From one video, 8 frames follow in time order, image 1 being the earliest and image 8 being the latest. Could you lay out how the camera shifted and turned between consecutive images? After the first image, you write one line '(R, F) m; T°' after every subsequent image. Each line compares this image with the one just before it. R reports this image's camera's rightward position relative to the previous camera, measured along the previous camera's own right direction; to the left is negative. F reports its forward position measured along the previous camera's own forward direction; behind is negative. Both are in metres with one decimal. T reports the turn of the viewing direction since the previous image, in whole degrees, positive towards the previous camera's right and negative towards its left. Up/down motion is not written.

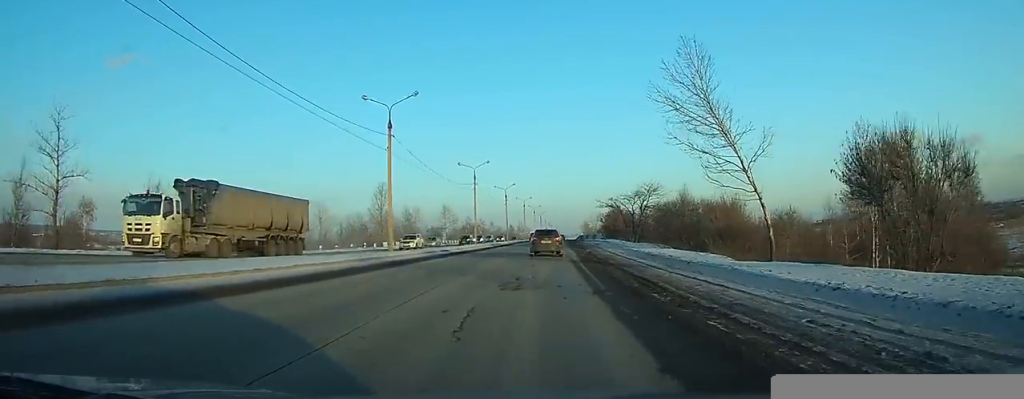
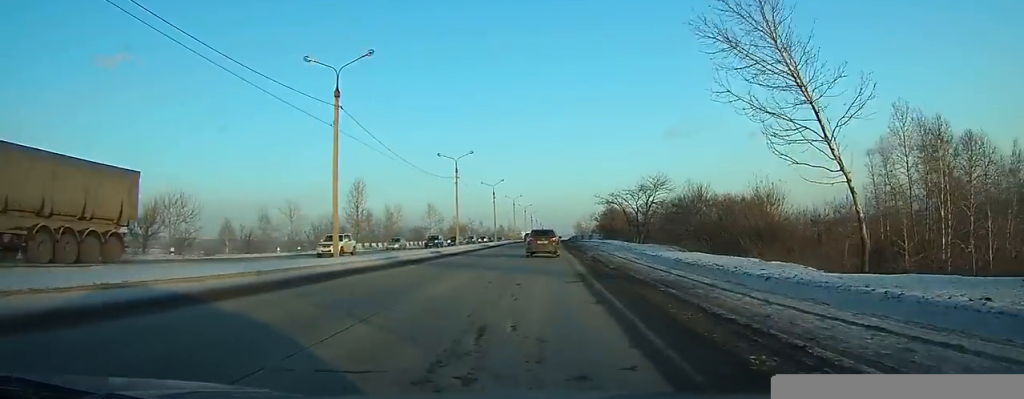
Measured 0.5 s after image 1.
(0.0, +8.7) m; +1°
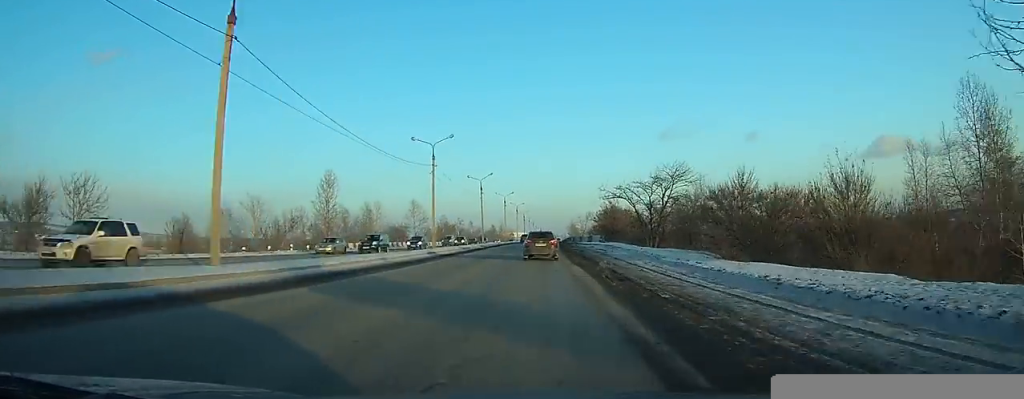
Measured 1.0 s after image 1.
(+0.2, +10.5) m; +1°
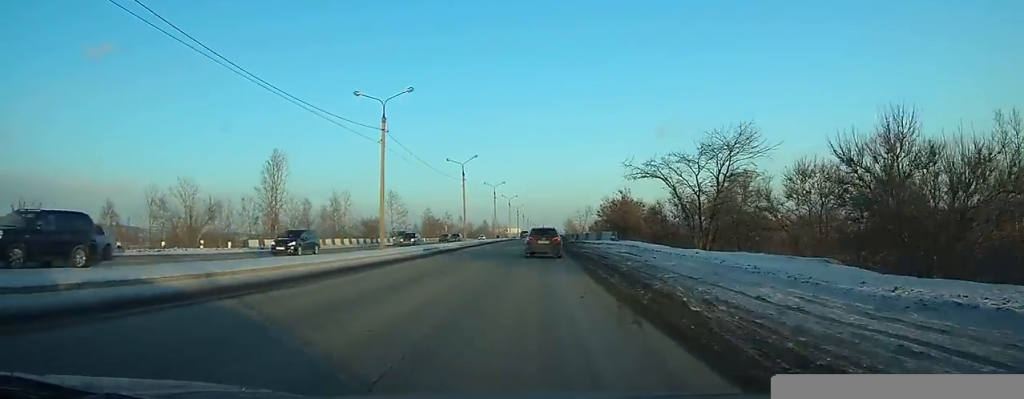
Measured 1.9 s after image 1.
(+0.3, +16.1) m; +2°
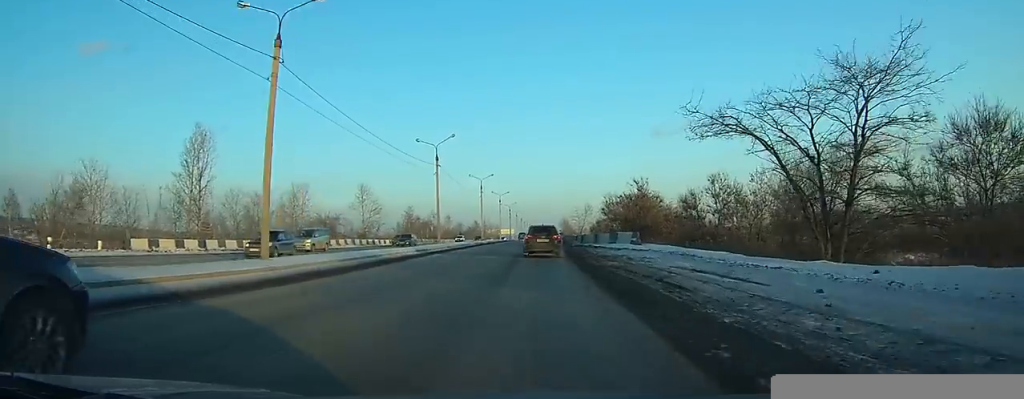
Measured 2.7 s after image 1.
(+0.2, +15.4) m; +1°
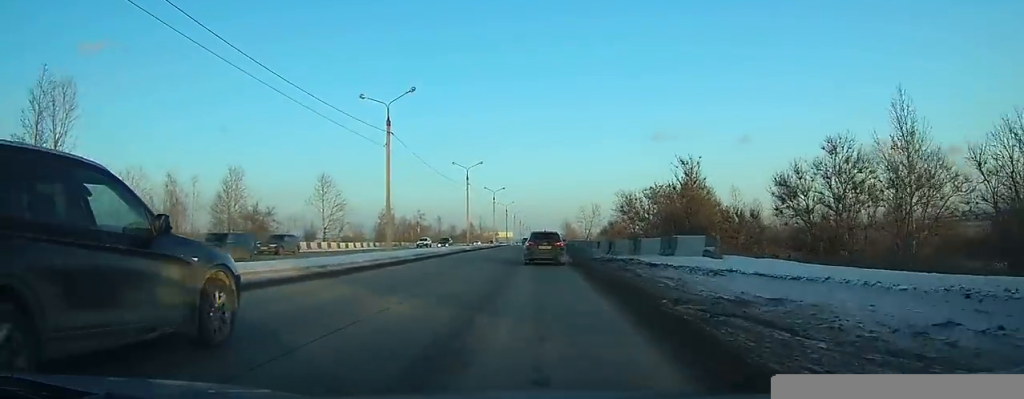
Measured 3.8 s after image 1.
(+0.2, +19.0) m; +1°
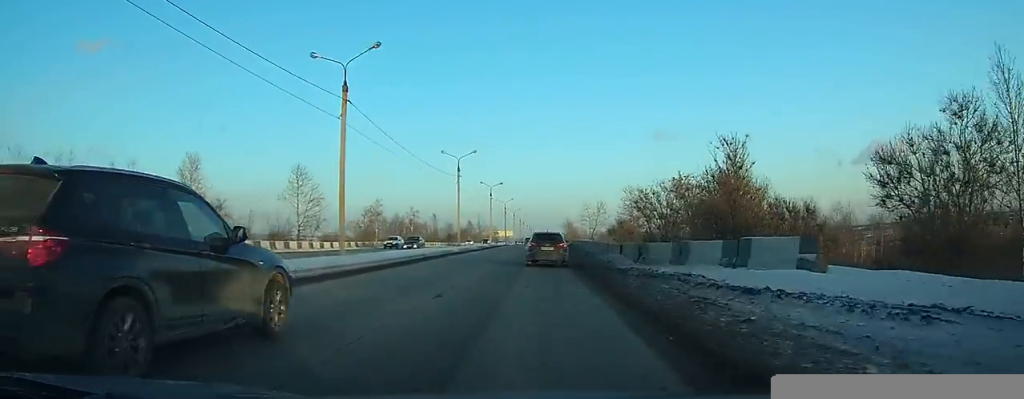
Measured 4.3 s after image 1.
(+0.1, +9.1) m; 0°
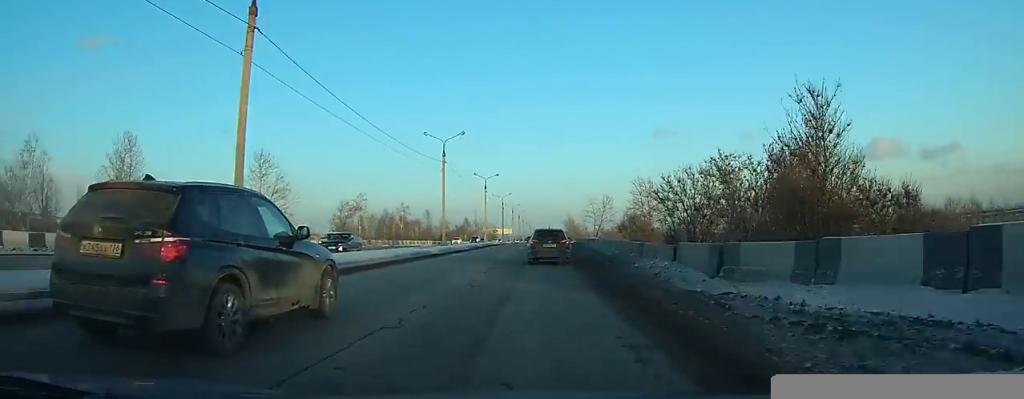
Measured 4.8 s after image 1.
(0.0, +10.3) m; 0°
